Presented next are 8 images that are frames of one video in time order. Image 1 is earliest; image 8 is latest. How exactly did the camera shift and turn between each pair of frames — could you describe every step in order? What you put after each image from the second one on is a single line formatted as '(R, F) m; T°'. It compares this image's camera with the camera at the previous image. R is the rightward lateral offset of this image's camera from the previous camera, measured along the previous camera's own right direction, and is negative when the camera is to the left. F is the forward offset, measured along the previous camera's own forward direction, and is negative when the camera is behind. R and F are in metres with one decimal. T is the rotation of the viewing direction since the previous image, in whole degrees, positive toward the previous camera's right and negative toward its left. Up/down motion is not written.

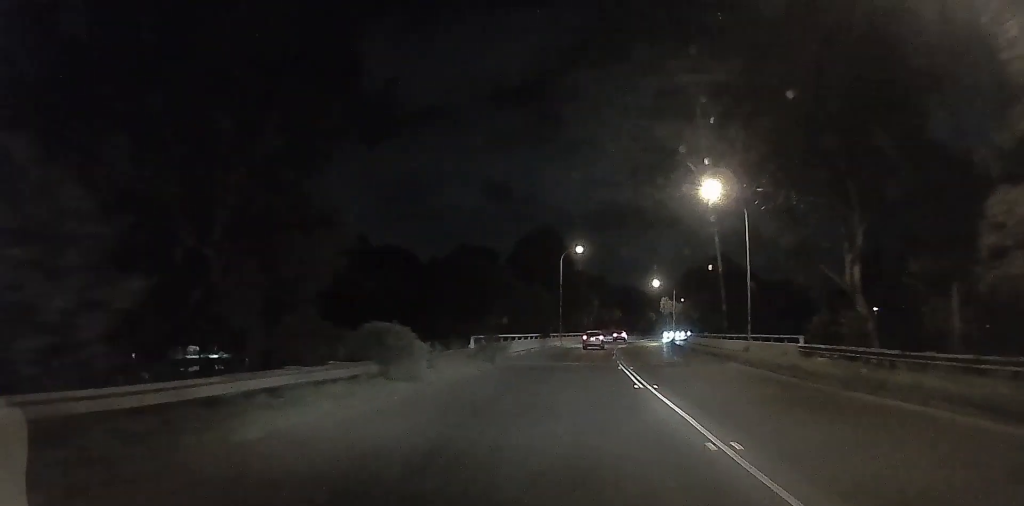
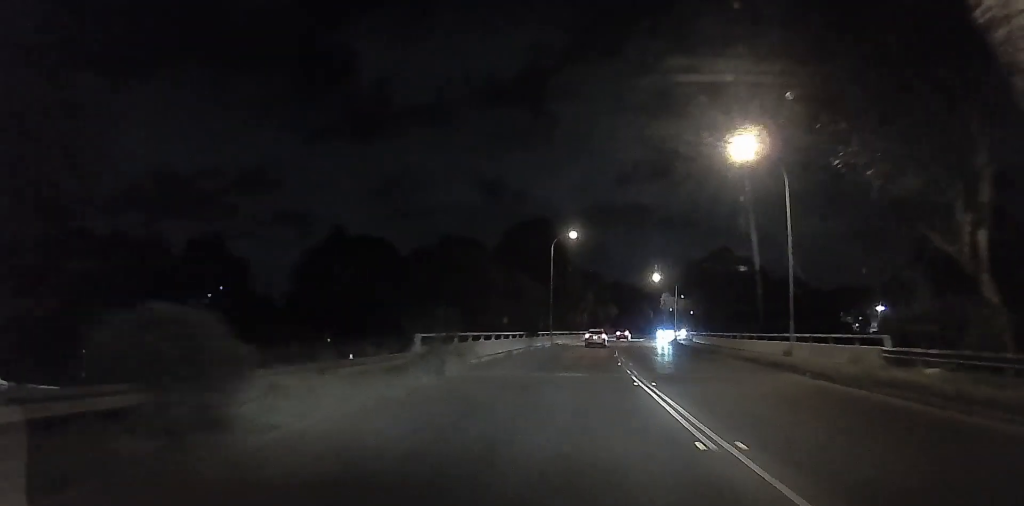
(-0.1, +7.6) m; -2°
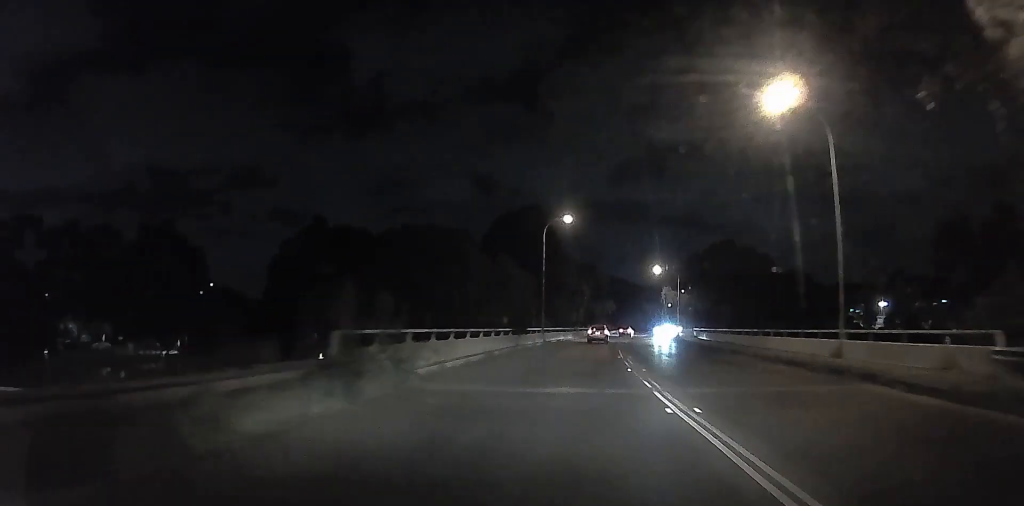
(-0.2, +5.8) m; -1°
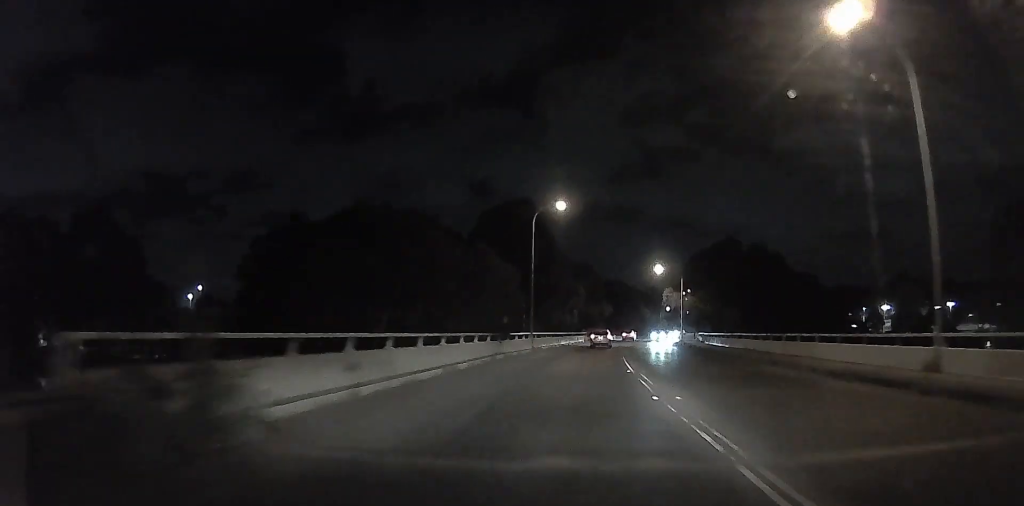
(-0.1, +7.2) m; 0°
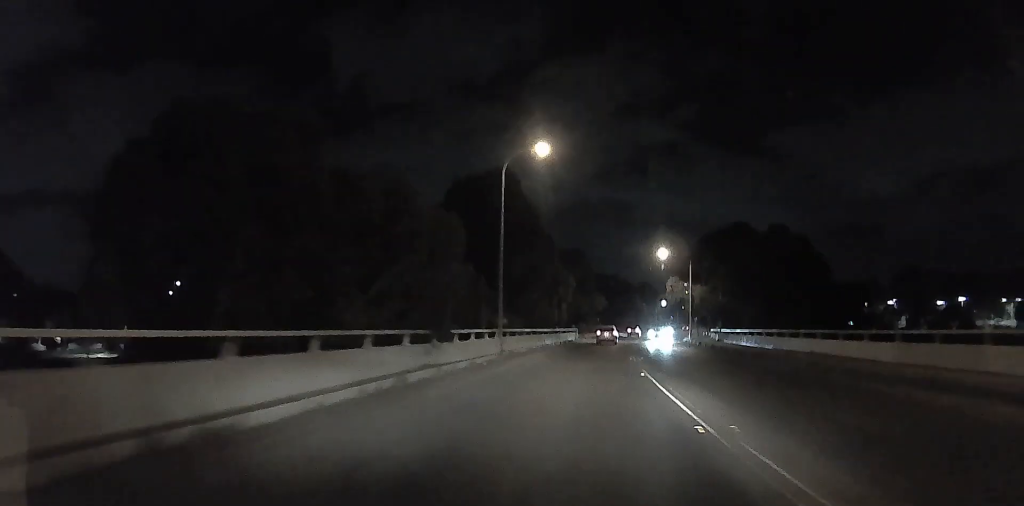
(+0.1, +14.1) m; +4°
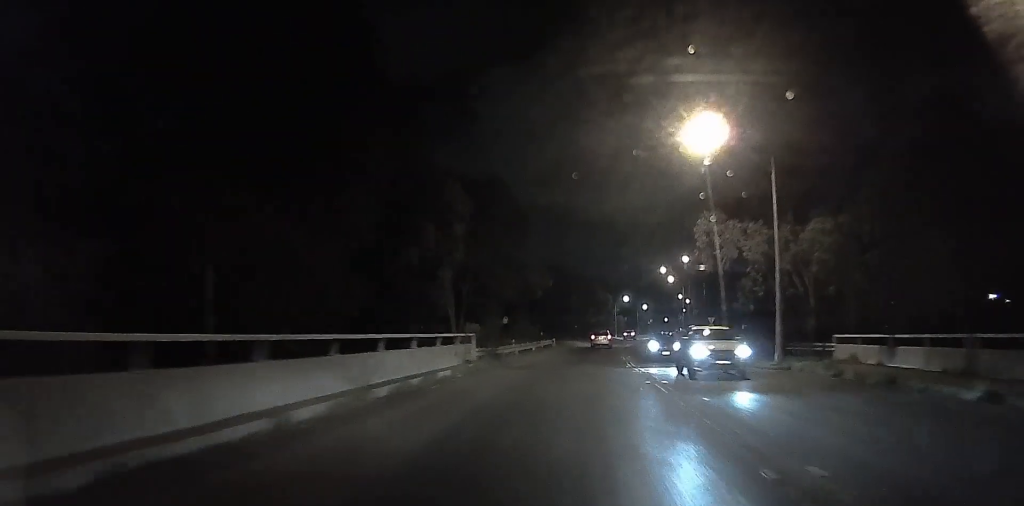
(+3.7, +52.9) m; +2°
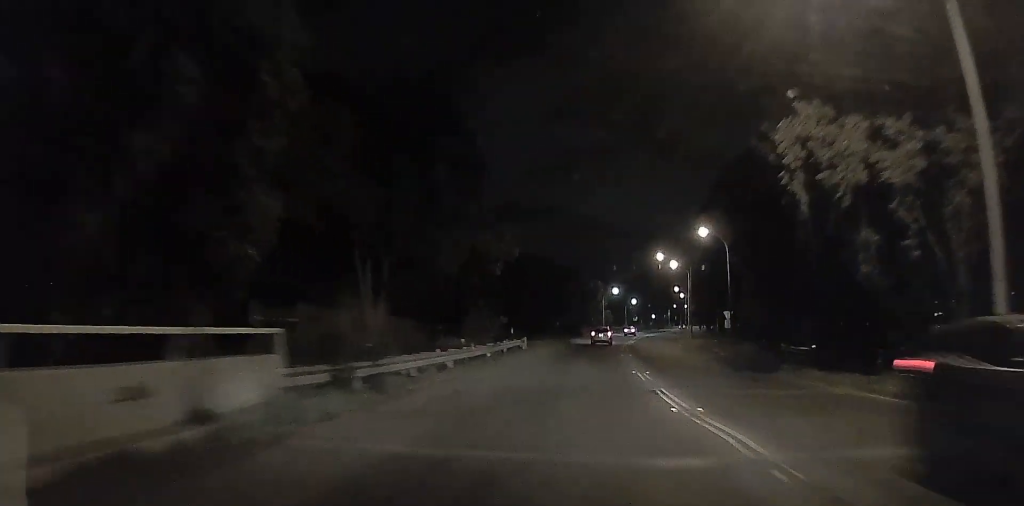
(+0.1, +16.9) m; +2°
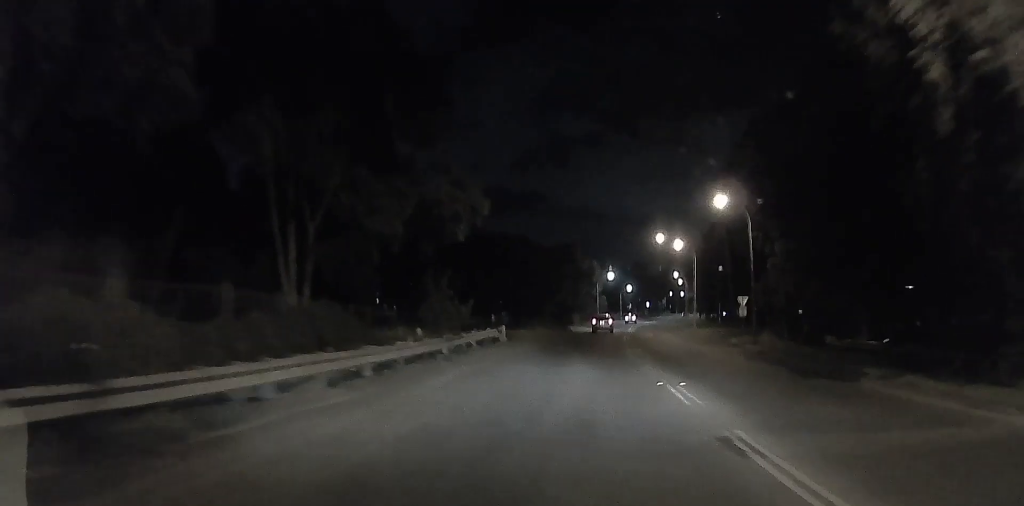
(+0.1, +8.2) m; +2°
